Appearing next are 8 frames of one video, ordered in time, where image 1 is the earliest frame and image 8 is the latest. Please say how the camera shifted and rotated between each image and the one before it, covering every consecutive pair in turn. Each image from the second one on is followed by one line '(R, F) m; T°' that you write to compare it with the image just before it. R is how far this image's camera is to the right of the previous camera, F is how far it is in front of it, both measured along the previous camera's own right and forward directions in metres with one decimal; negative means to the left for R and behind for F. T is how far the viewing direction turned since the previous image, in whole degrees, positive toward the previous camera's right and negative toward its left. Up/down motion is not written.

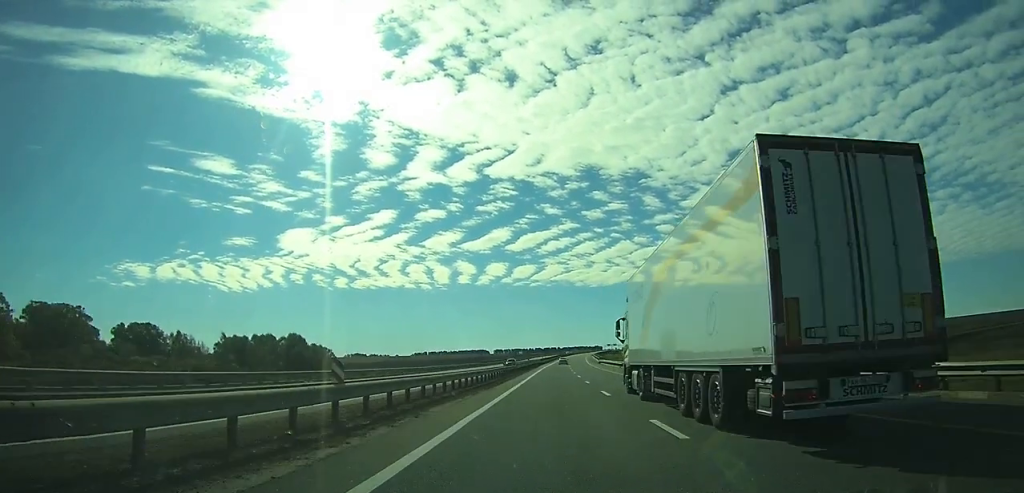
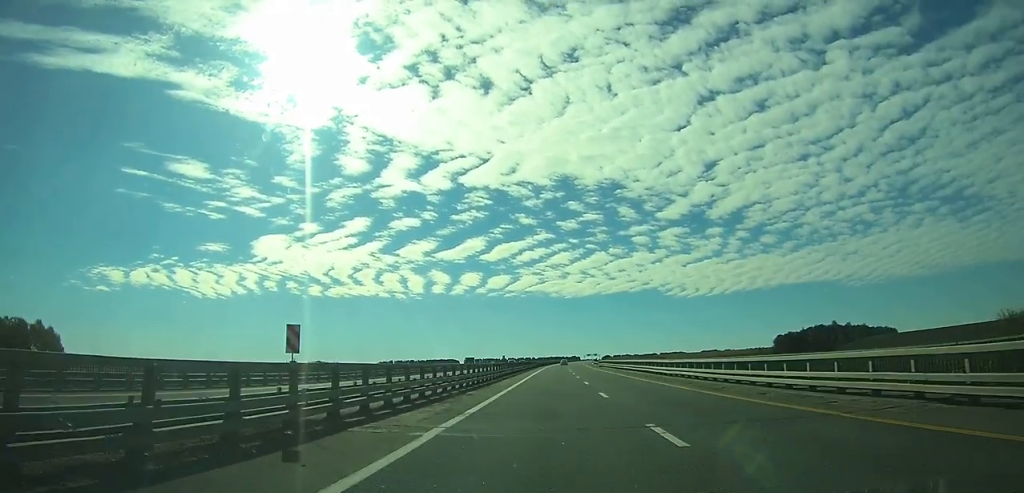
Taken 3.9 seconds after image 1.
(+5.4, +121.5) m; +4°
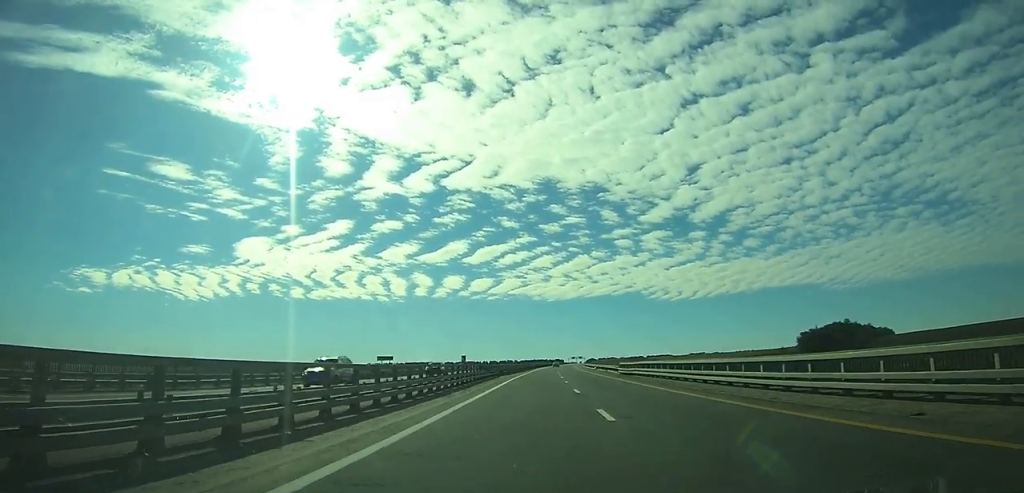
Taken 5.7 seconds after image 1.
(0.0, +56.1) m; 0°
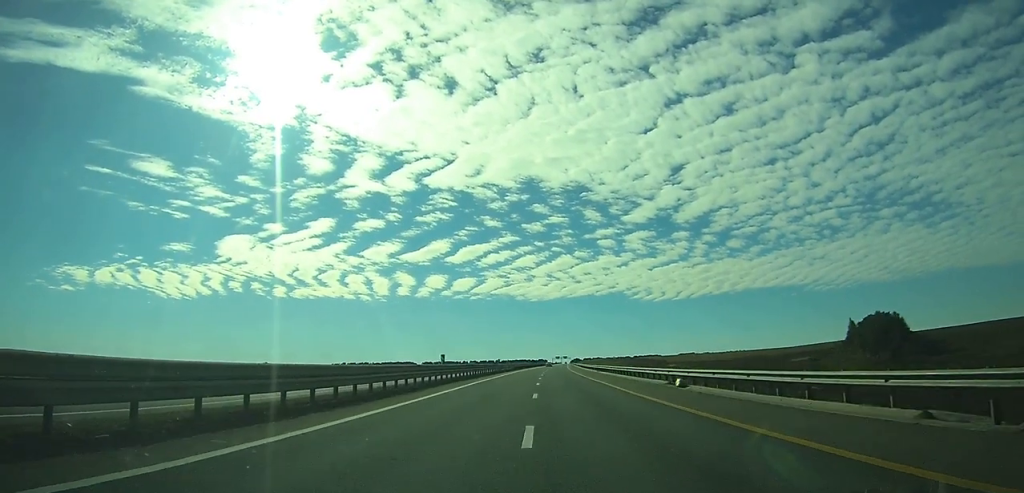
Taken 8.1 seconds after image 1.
(0.0, +76.3) m; 0°
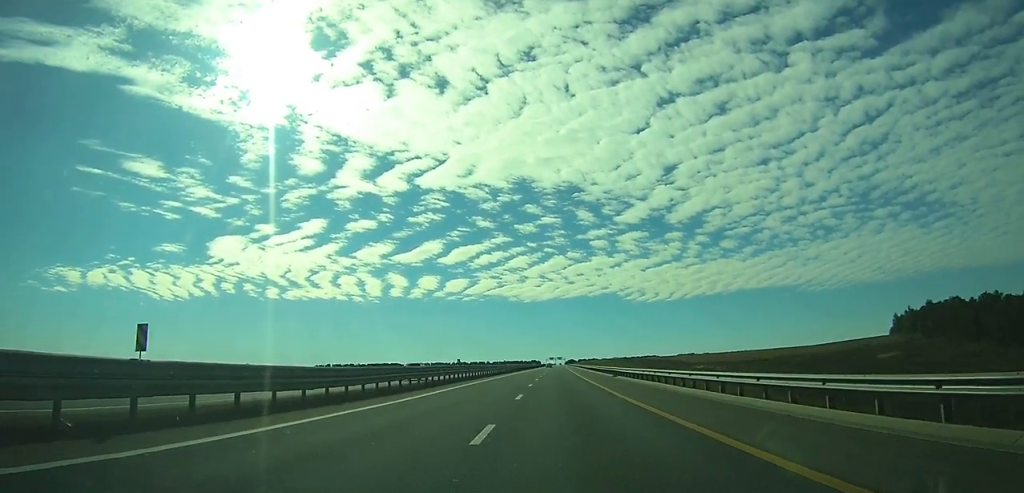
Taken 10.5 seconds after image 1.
(0.0, +71.4) m; 0°
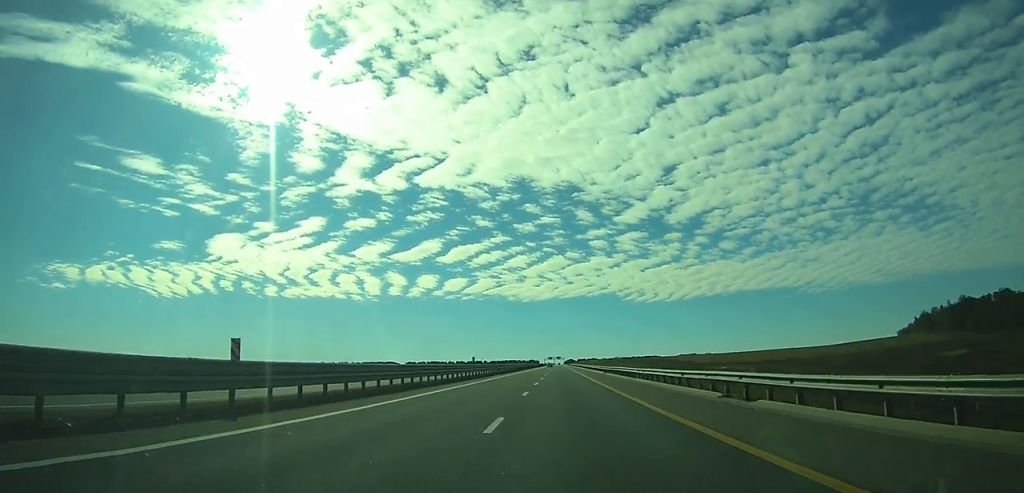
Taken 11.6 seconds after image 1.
(-0.2, +34.4) m; +1°
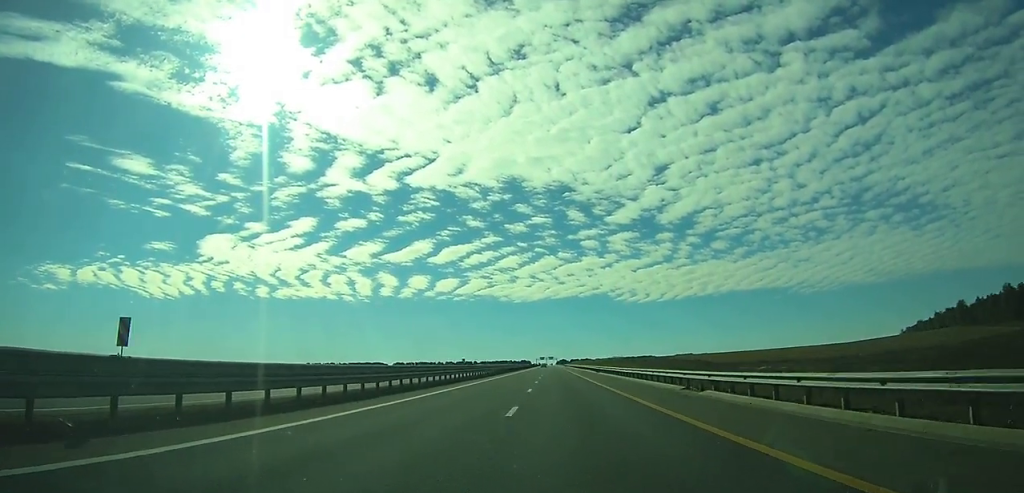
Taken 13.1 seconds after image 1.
(+0.8, +44.2) m; +1°
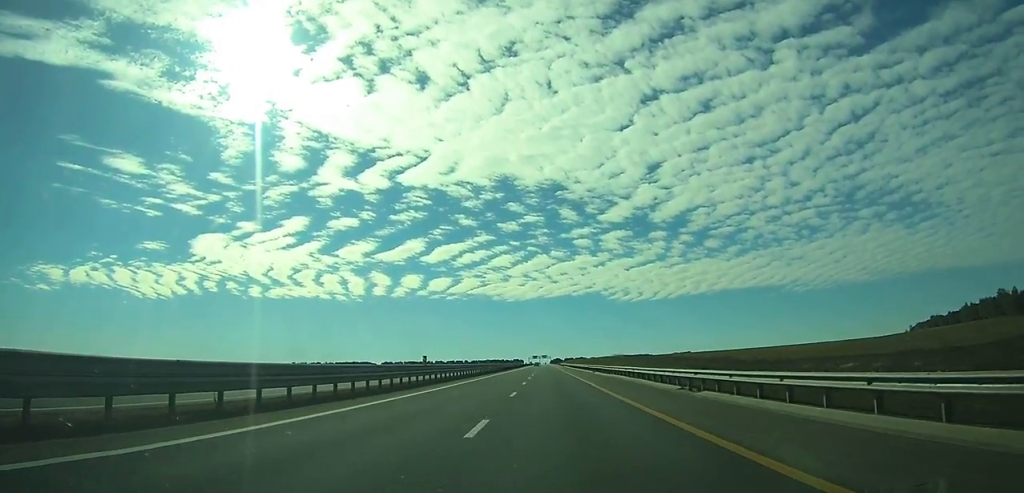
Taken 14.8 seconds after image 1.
(+0.6, +51.9) m; +1°
